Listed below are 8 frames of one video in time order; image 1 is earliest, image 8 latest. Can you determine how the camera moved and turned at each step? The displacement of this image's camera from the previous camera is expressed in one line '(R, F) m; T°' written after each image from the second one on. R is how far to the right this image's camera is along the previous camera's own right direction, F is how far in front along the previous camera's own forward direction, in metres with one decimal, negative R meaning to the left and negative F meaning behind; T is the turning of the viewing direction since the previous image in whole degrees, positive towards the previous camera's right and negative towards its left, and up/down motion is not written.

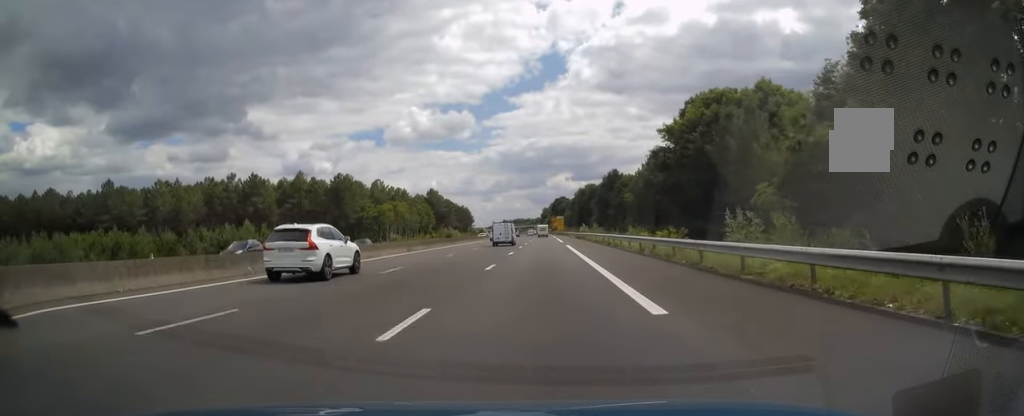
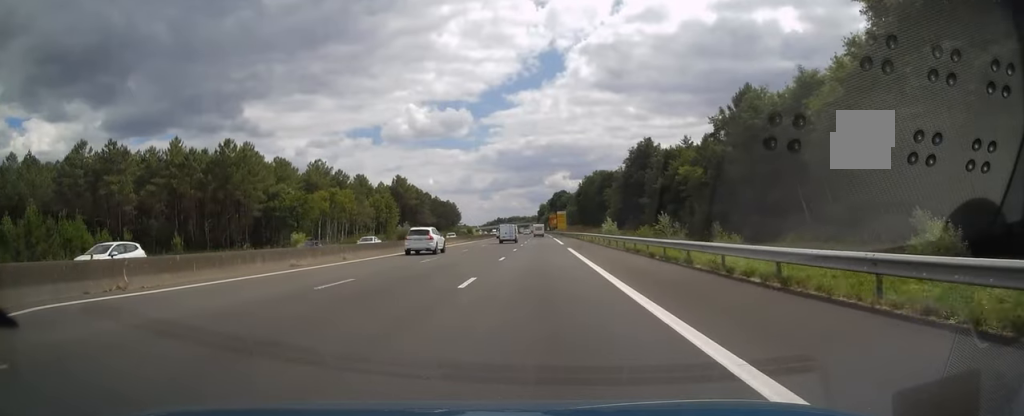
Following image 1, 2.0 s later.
(0.0, +58.2) m; 0°
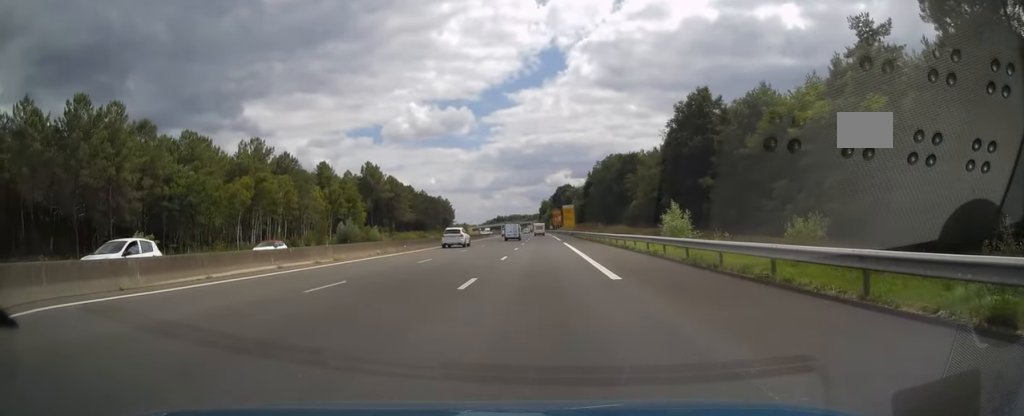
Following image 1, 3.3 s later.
(0.0, +39.5) m; 0°
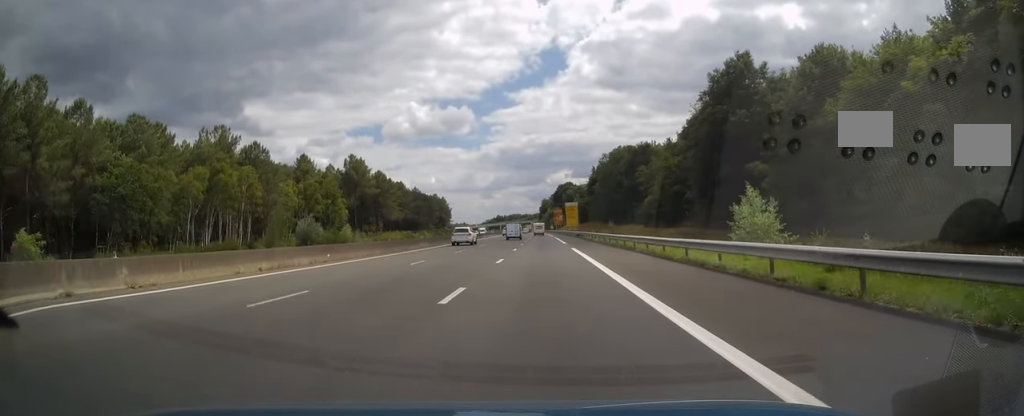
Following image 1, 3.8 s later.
(0.0, +15.8) m; 0°
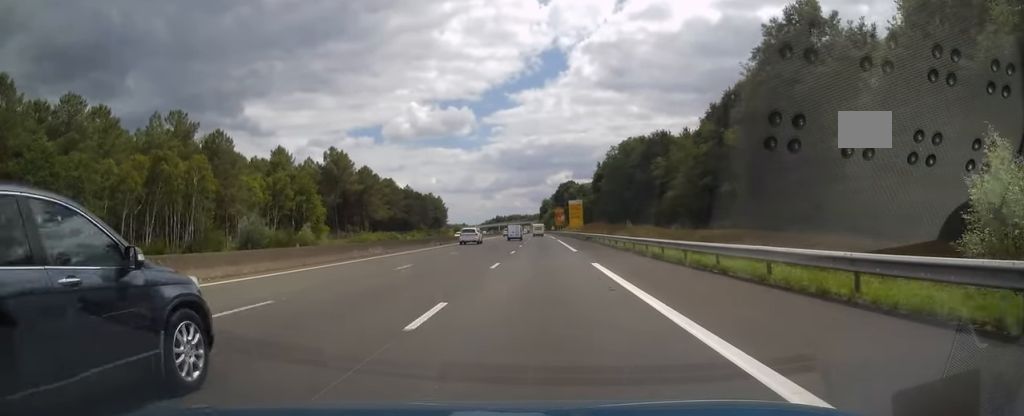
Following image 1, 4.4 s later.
(0.0, +15.8) m; 0°
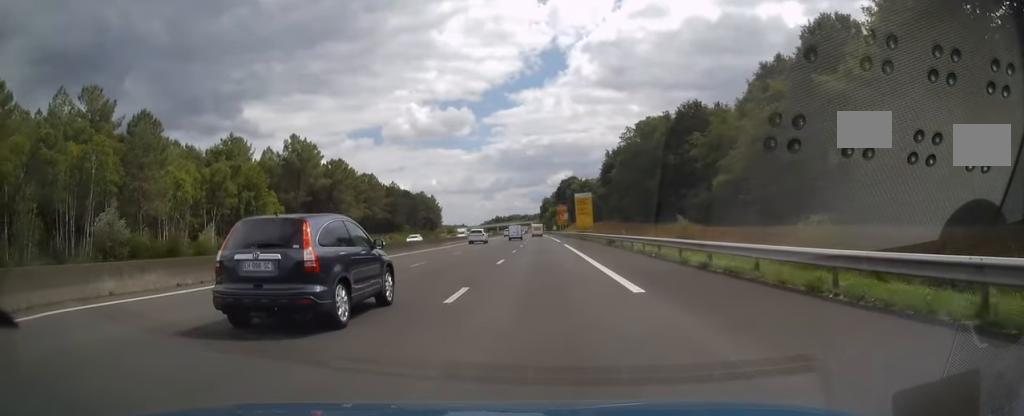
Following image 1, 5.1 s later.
(0.0, +23.1) m; 0°
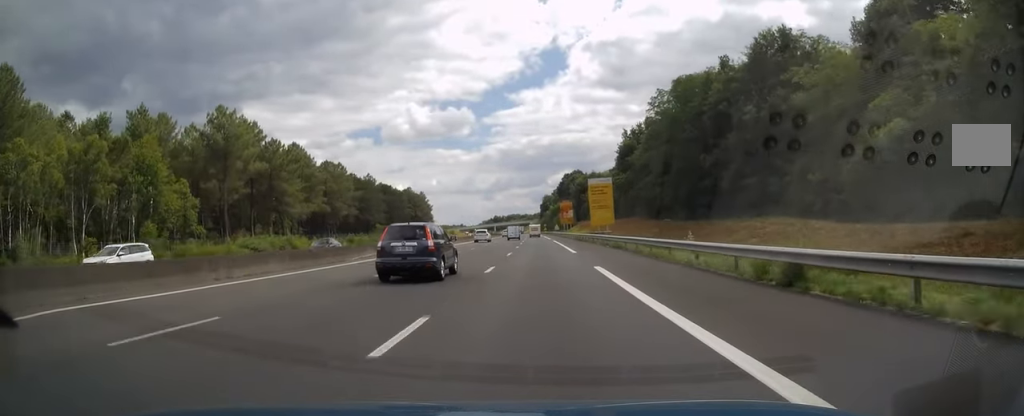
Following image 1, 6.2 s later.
(-0.1, +30.6) m; 0°
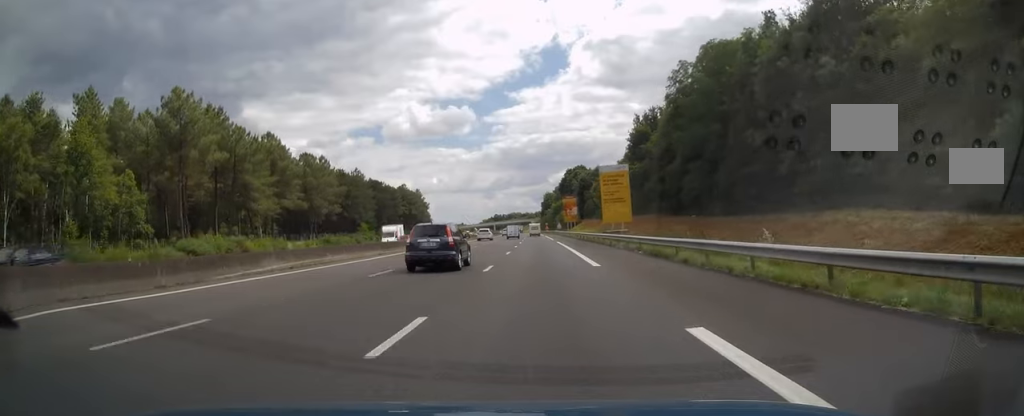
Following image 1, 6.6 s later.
(0.0, +13.4) m; 0°
